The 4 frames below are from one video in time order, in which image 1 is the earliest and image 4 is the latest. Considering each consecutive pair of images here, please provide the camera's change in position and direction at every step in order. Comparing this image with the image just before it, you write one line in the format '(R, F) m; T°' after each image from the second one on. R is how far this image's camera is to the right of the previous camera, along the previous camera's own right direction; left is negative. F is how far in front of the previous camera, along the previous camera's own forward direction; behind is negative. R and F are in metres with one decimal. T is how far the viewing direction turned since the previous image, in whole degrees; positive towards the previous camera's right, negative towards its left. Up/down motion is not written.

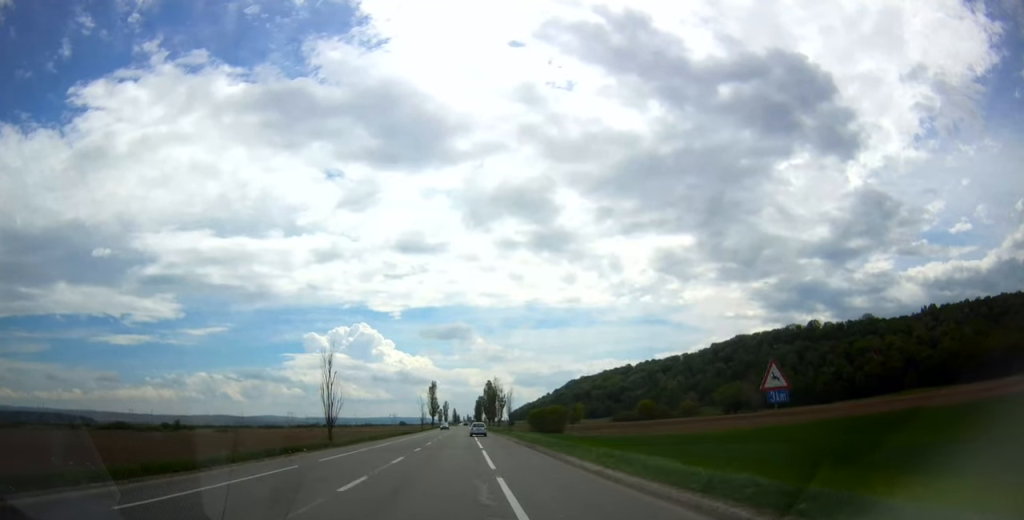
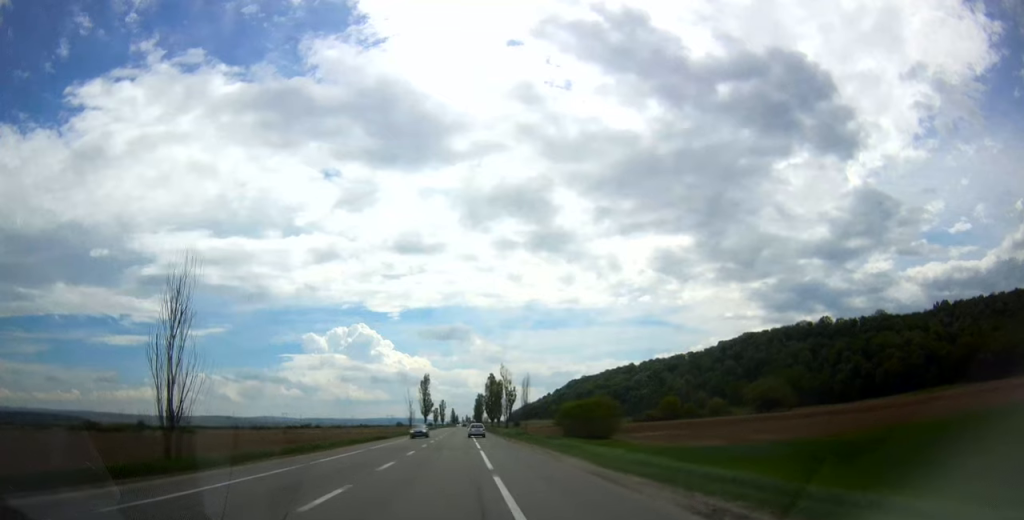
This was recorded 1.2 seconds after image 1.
(0.0, +29.8) m; 0°
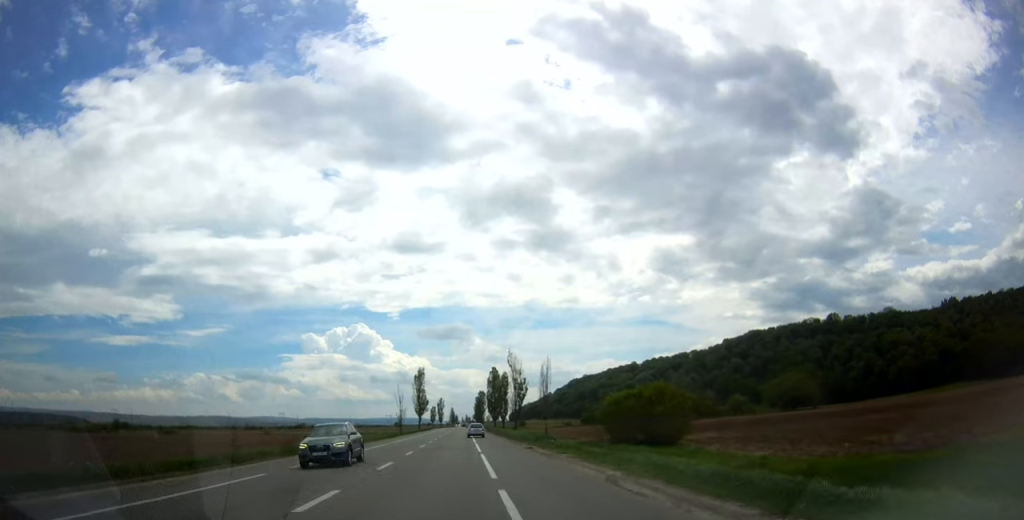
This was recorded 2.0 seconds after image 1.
(-0.1, +17.3) m; 0°
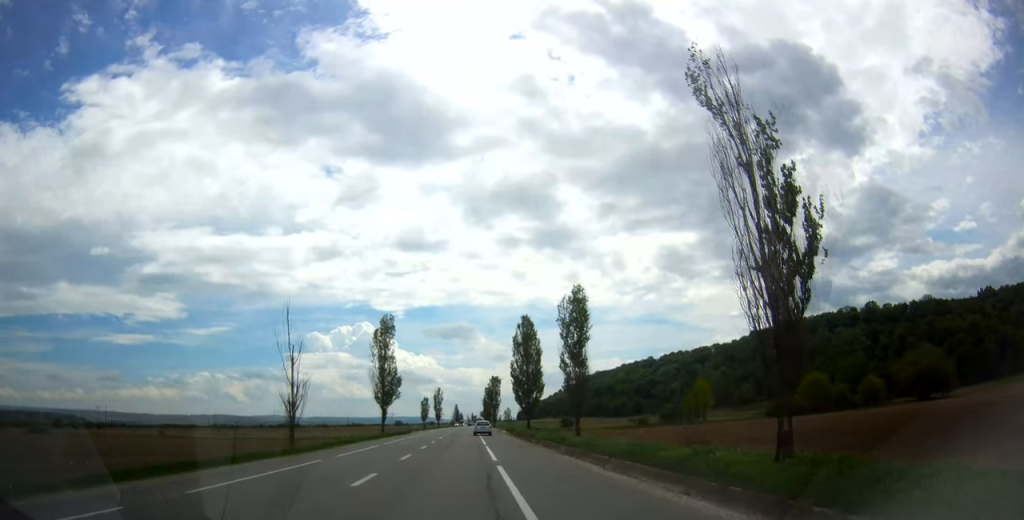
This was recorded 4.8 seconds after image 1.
(0.0, +68.0) m; -1°
